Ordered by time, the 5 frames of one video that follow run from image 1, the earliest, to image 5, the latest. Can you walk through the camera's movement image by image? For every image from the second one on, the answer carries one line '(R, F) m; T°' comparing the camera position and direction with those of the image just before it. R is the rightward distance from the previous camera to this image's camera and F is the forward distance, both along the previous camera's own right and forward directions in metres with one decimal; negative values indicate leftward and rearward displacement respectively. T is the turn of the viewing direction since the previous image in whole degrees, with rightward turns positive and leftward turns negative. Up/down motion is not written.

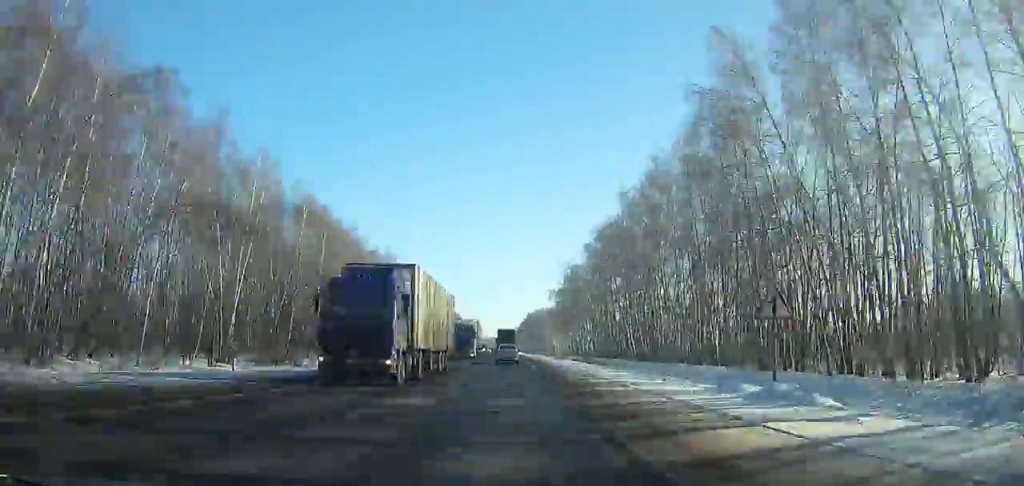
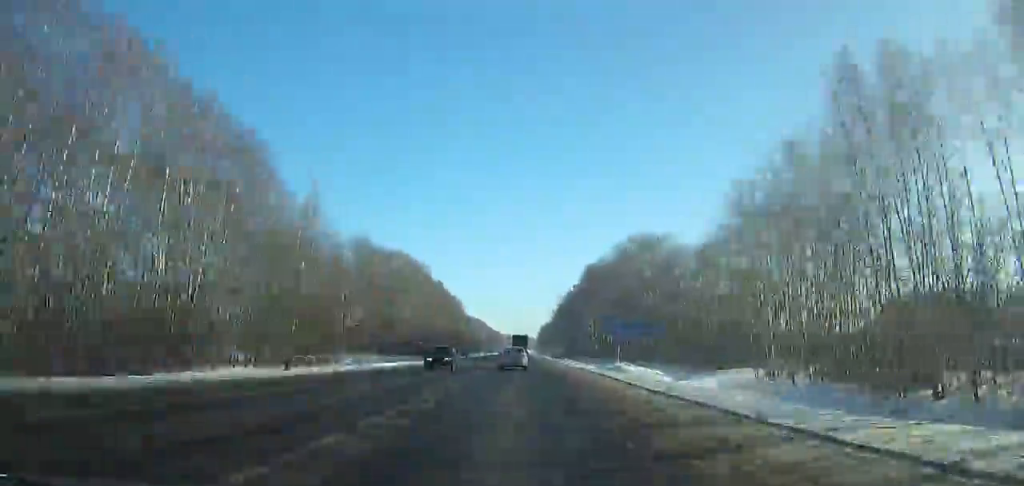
(+5.2, +227.7) m; -1°
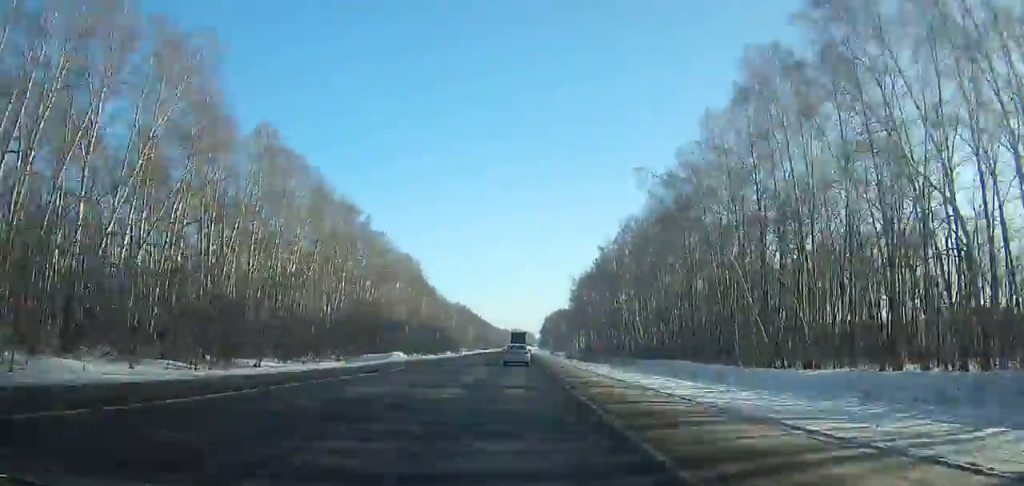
(-8.4, +123.7) m; -2°
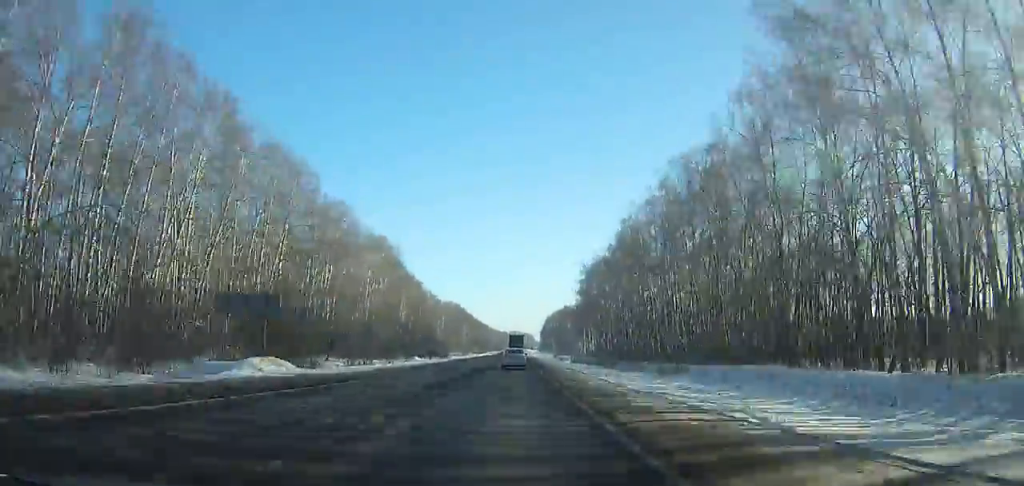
(+1.2, +30.9) m; +2°
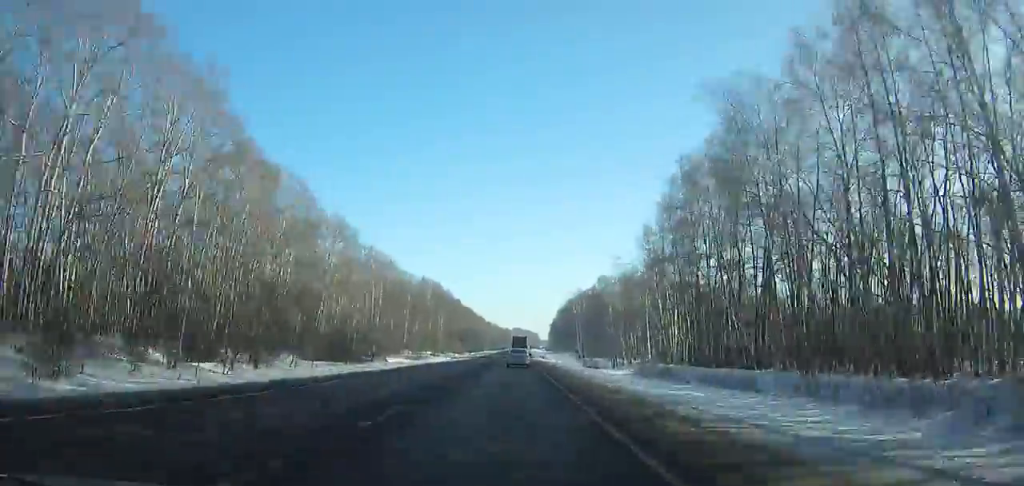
(0.0, +98.2) m; 0°
